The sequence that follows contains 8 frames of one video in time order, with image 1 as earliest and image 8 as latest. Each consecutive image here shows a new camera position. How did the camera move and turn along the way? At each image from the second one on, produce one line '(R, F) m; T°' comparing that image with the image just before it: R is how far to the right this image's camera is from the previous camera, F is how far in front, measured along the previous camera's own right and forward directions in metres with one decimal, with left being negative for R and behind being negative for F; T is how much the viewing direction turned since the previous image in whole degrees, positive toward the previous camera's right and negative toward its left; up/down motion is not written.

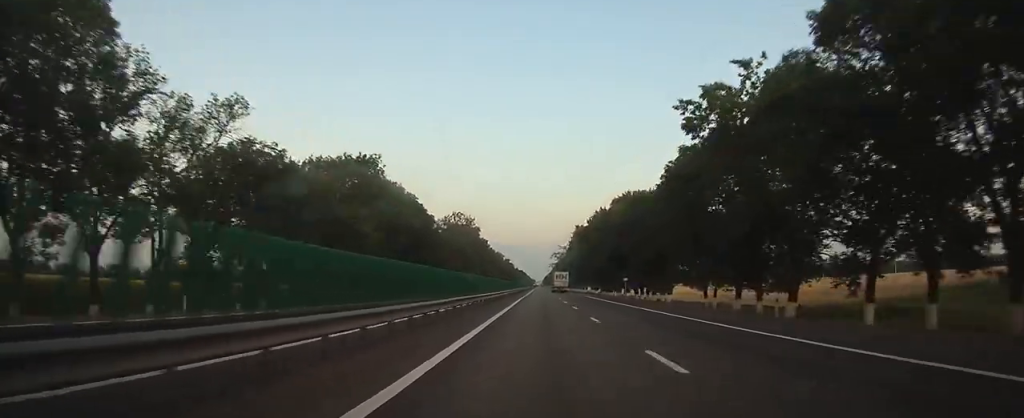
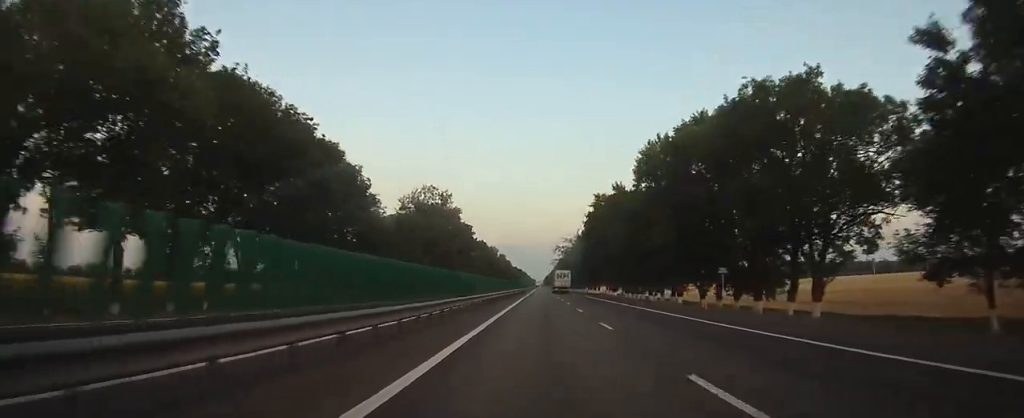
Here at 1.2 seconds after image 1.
(0.0, +39.2) m; 0°
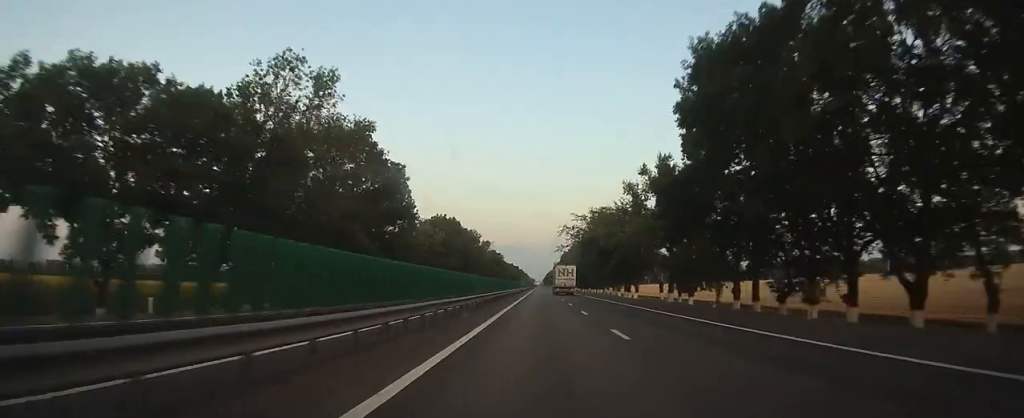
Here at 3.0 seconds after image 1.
(0.0, +63.1) m; 0°
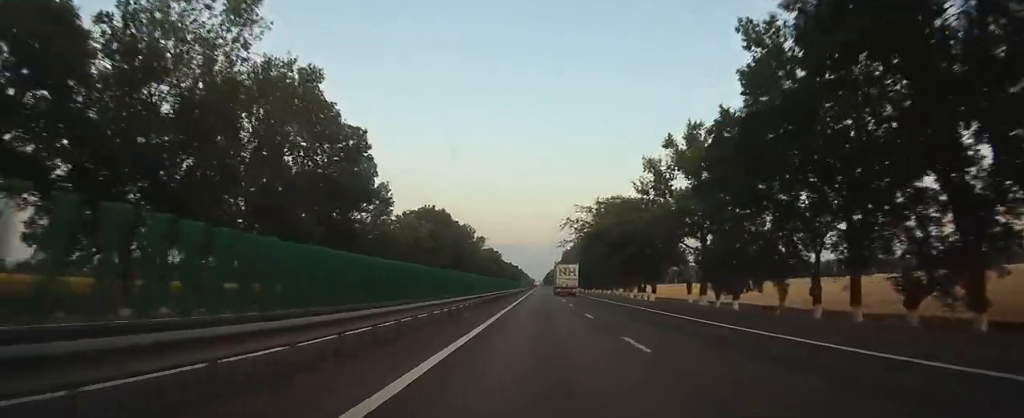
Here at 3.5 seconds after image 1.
(0.0, +14.7) m; 0°
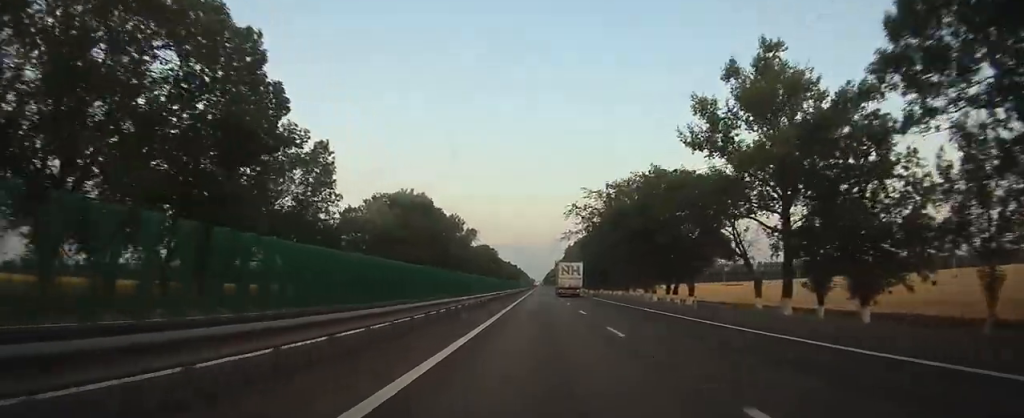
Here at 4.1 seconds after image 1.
(0.0, +20.4) m; 0°
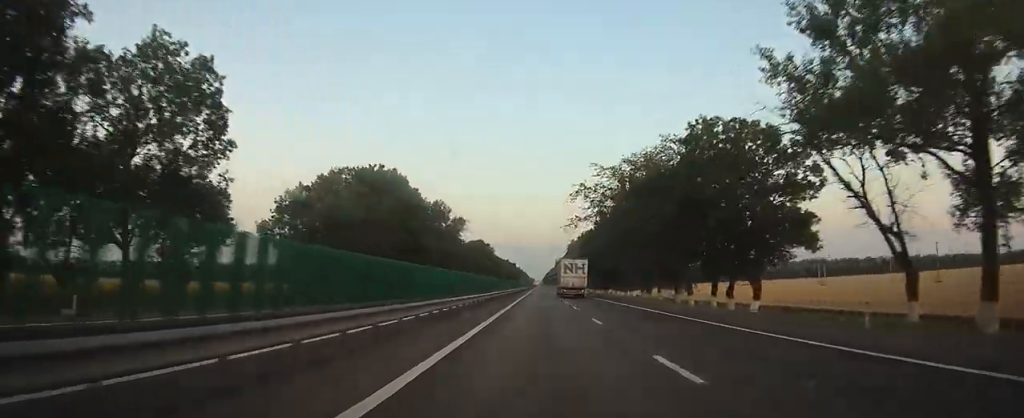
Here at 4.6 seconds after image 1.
(0.0, +19.3) m; 0°
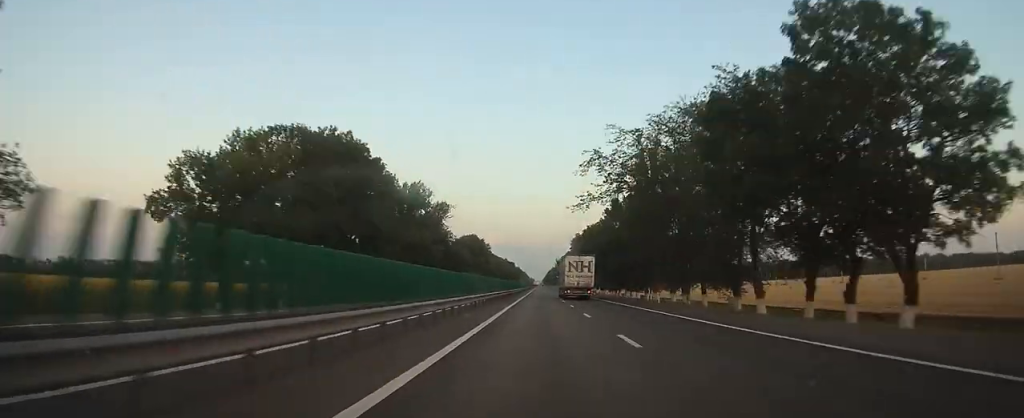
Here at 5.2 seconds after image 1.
(0.0, +19.3) m; 0°
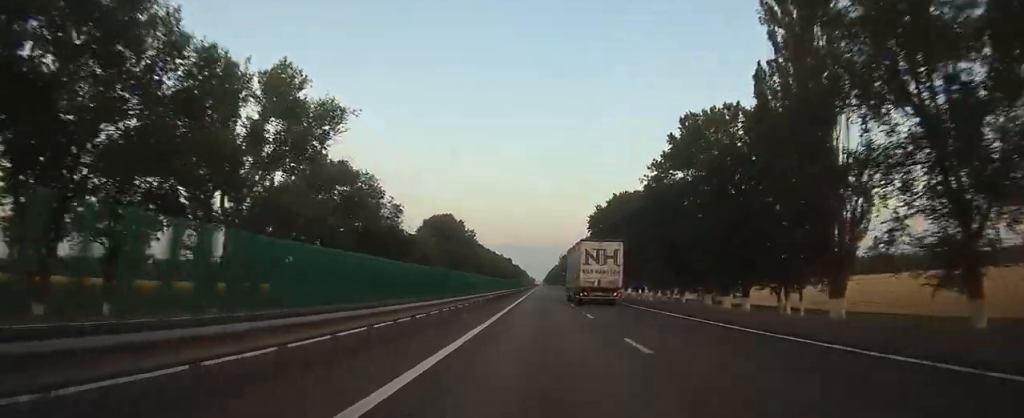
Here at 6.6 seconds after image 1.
(0.0, +49.0) m; 0°
